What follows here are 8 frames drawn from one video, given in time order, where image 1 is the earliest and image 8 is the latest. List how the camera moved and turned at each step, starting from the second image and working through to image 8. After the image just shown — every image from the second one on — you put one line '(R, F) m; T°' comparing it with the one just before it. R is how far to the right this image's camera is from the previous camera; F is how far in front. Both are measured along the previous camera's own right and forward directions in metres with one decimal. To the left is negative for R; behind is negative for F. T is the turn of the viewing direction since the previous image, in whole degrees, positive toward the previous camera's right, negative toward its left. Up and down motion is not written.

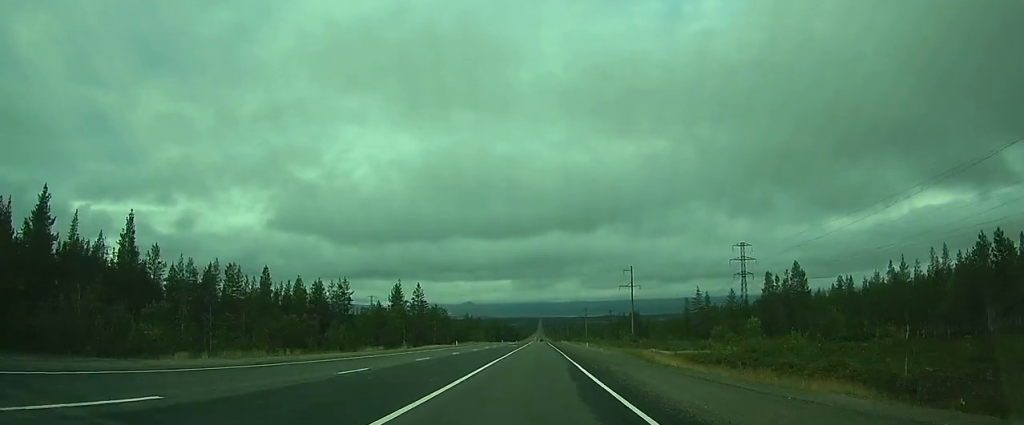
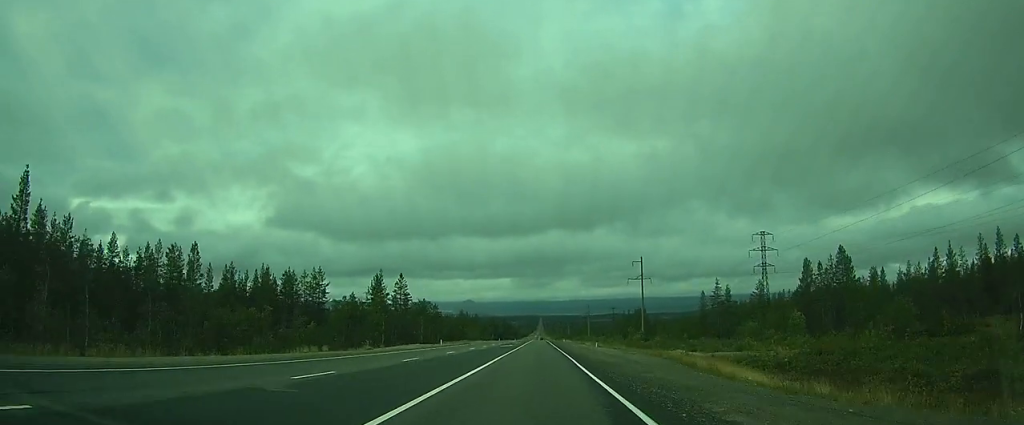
(-0.1, +15.0) m; 0°
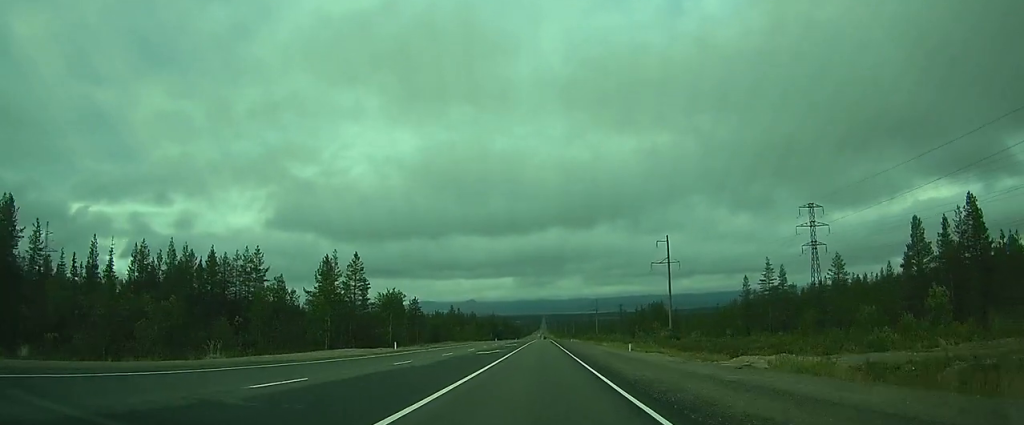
(0.0, +27.1) m; -1°
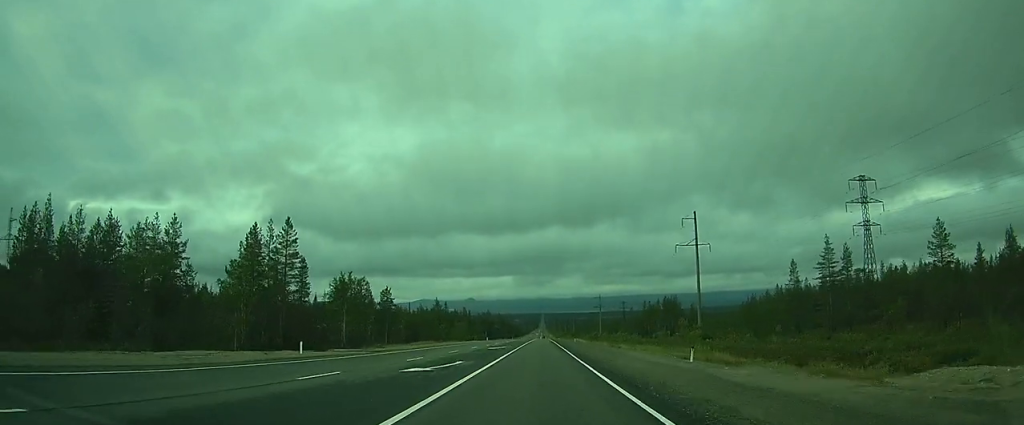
(-0.2, +21.3) m; 0°
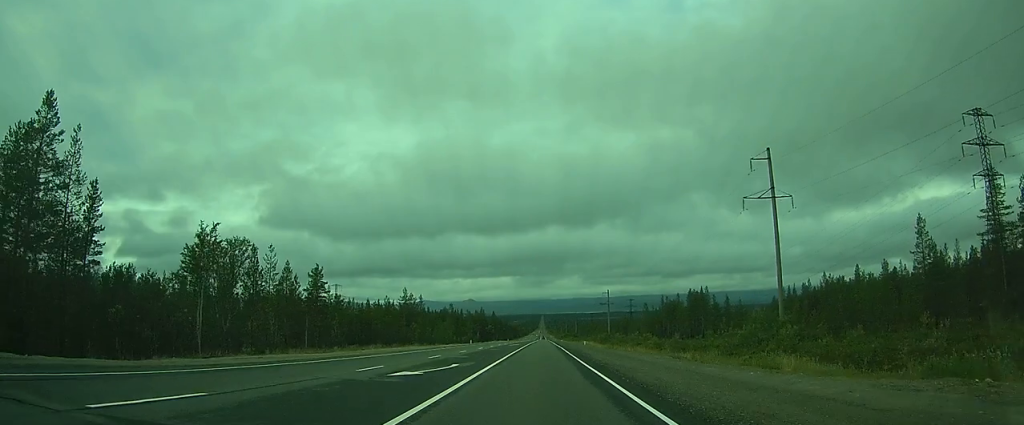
(+0.1, +30.9) m; +1°
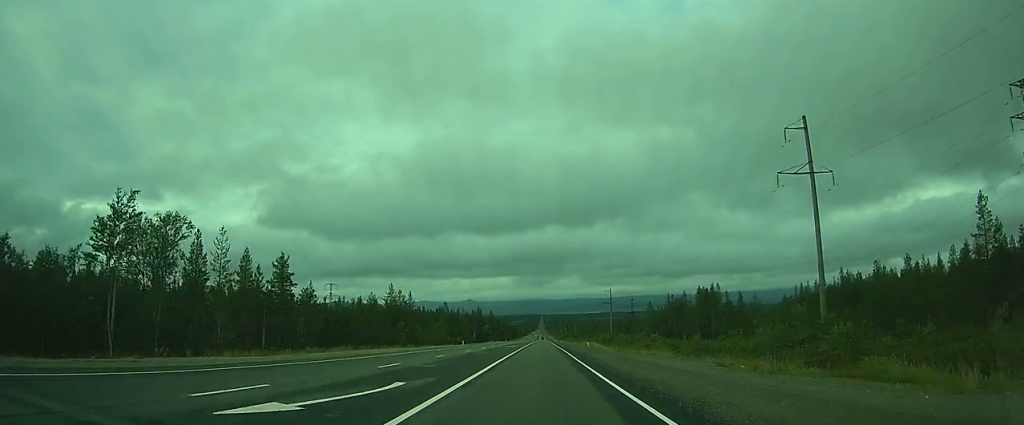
(+0.1, +9.1) m; 0°
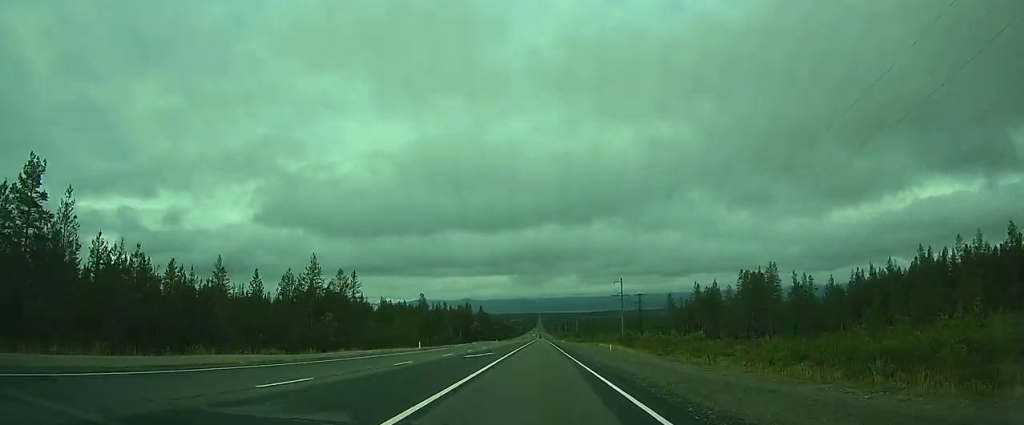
(+0.4, +31.5) m; +1°
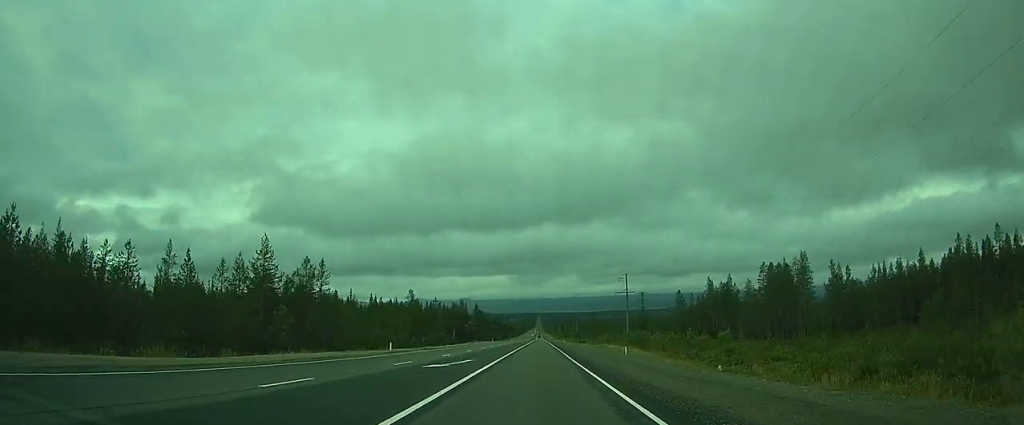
(0.0, +11.2) m; 0°
